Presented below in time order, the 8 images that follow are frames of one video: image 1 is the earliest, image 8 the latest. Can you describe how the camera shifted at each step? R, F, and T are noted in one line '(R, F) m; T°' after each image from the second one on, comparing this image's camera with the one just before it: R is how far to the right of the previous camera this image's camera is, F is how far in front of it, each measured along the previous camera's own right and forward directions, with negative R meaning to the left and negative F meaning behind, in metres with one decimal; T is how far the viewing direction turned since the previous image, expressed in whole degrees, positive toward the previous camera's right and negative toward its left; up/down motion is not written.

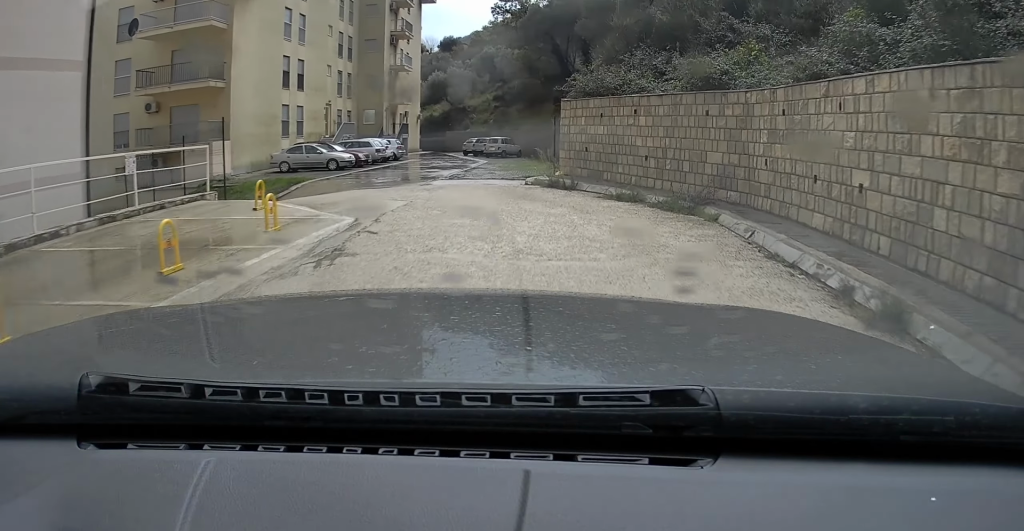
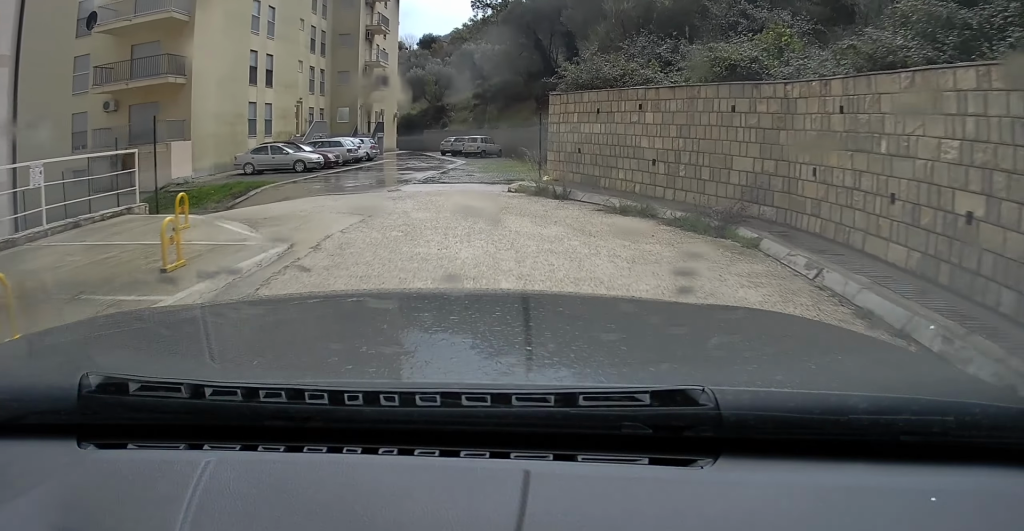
(0.0, +2.2) m; 0°
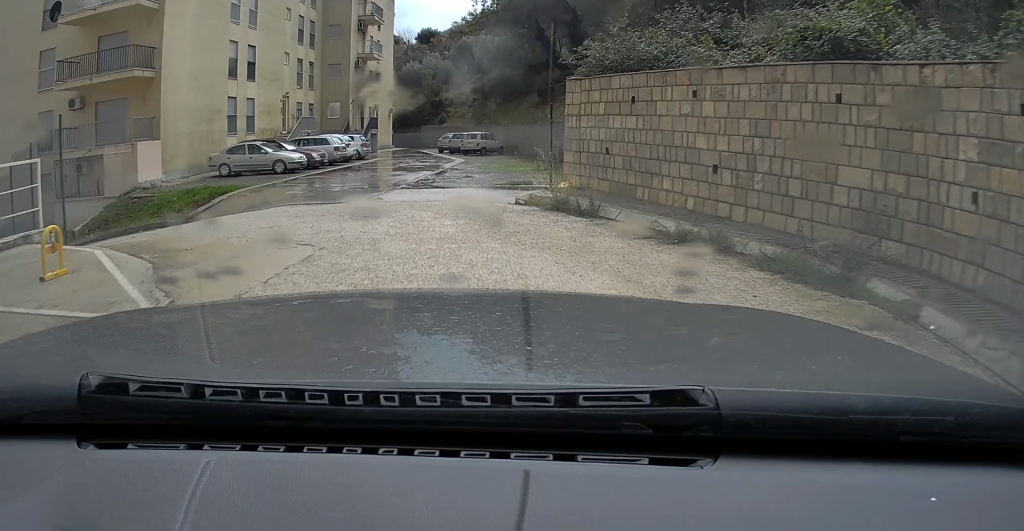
(0.0, +3.3) m; 0°
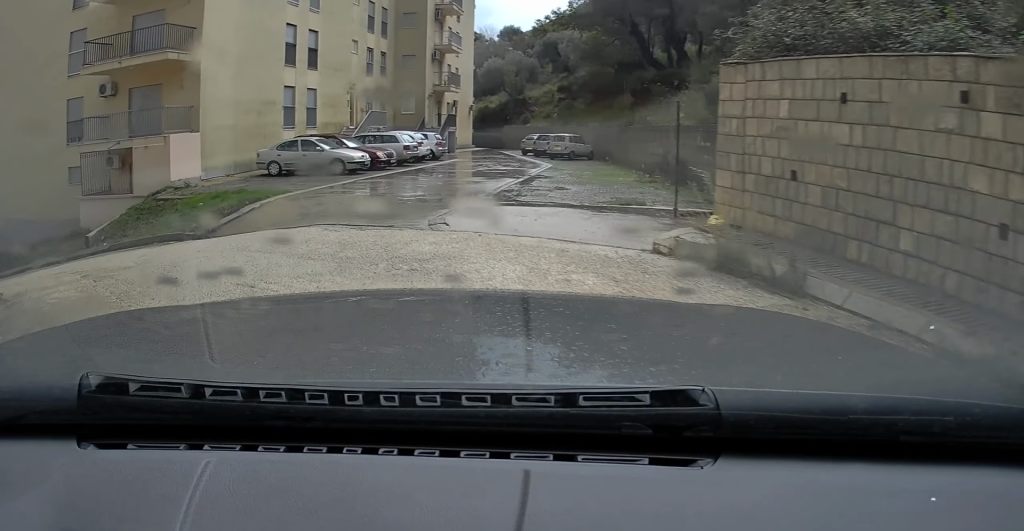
(0.0, +4.5) m; -5°
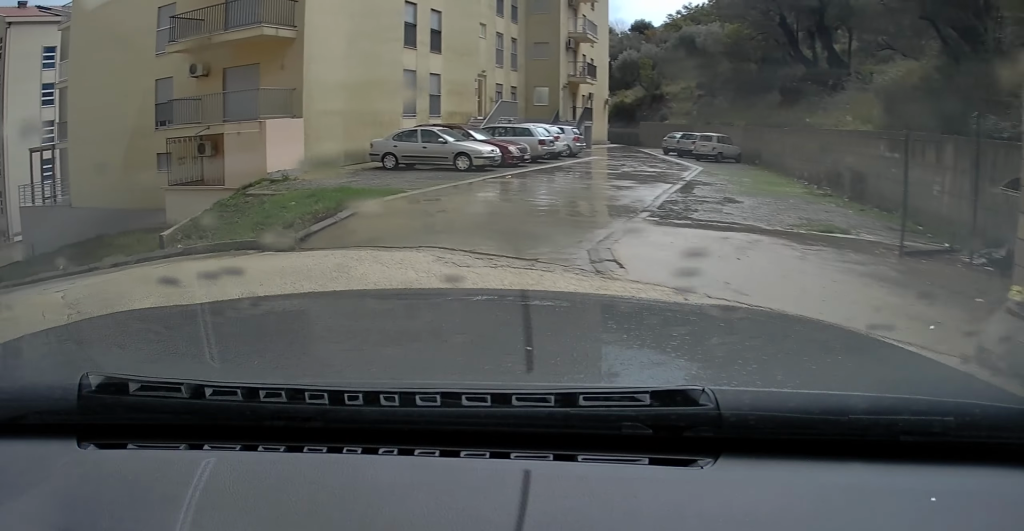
(-0.1, +3.4) m; -11°
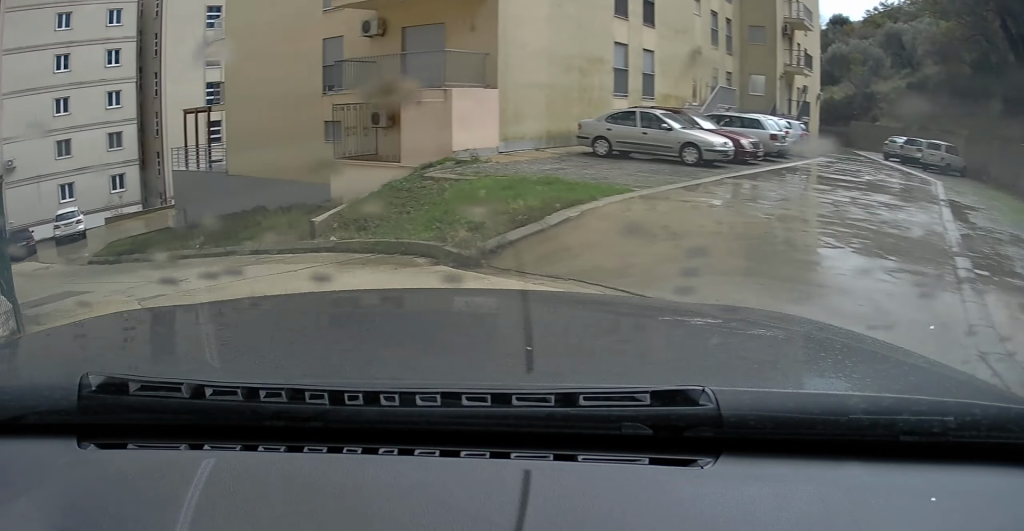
(-0.7, +3.5) m; -16°
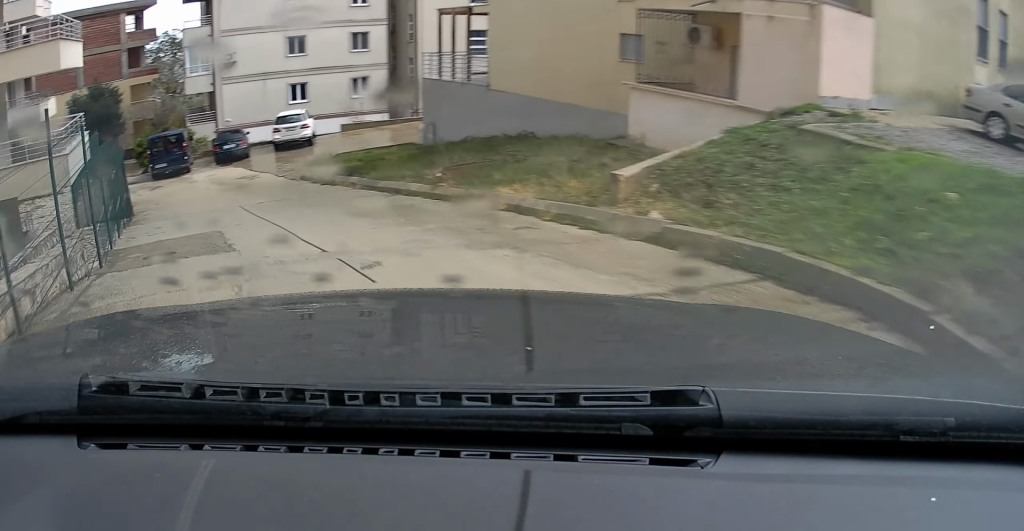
(-0.8, +4.6) m; -25°
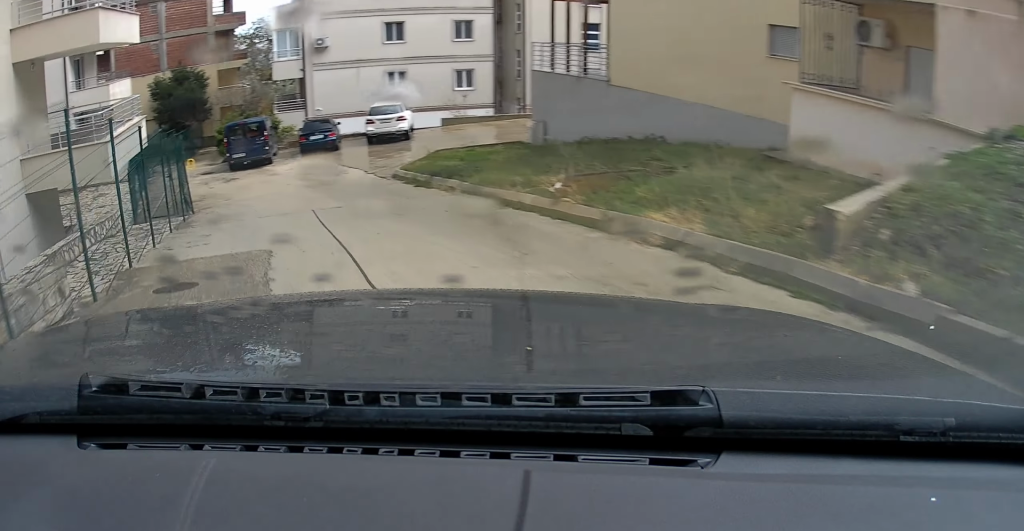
(-0.2, +2.1) m; -13°
